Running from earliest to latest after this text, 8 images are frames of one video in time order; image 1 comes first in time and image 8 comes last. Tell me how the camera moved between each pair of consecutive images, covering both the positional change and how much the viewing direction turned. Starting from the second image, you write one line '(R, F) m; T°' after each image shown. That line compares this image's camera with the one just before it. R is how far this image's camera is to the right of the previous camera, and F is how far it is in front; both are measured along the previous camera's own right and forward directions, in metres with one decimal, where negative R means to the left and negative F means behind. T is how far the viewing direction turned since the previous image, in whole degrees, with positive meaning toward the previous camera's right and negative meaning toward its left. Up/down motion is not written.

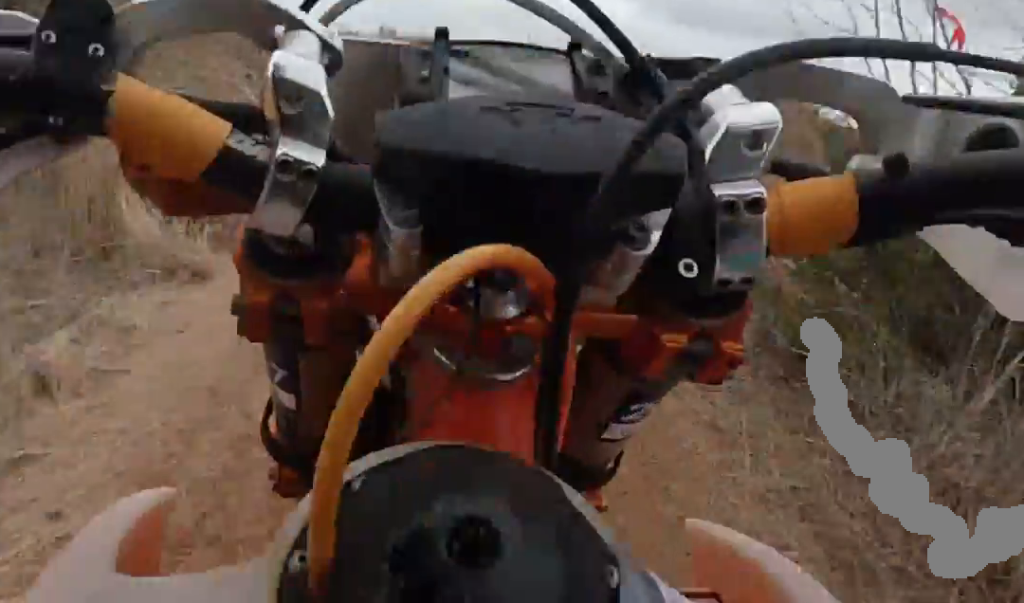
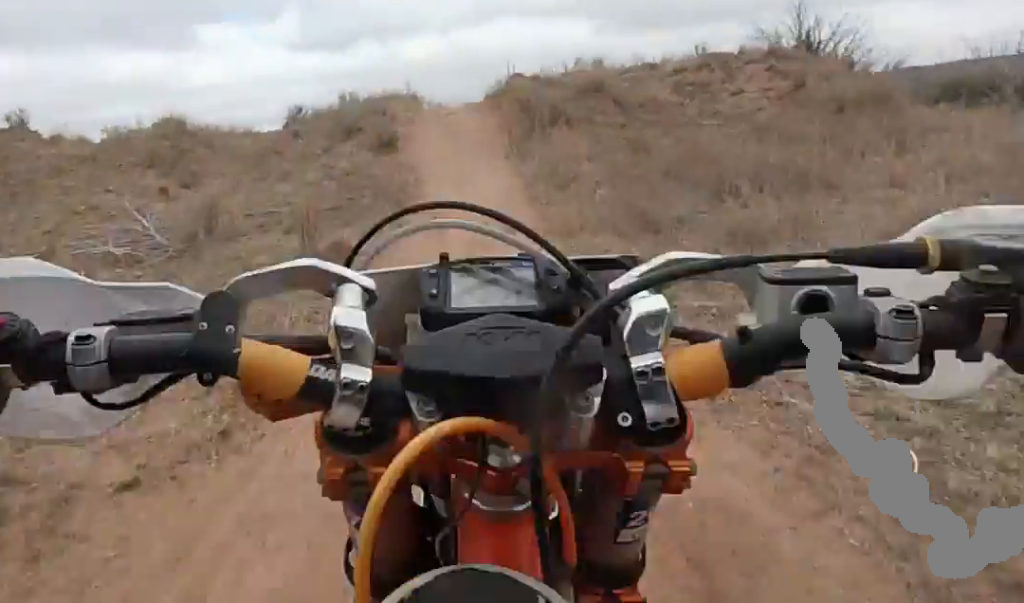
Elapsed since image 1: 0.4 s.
(-0.1, +4.1) m; -1°
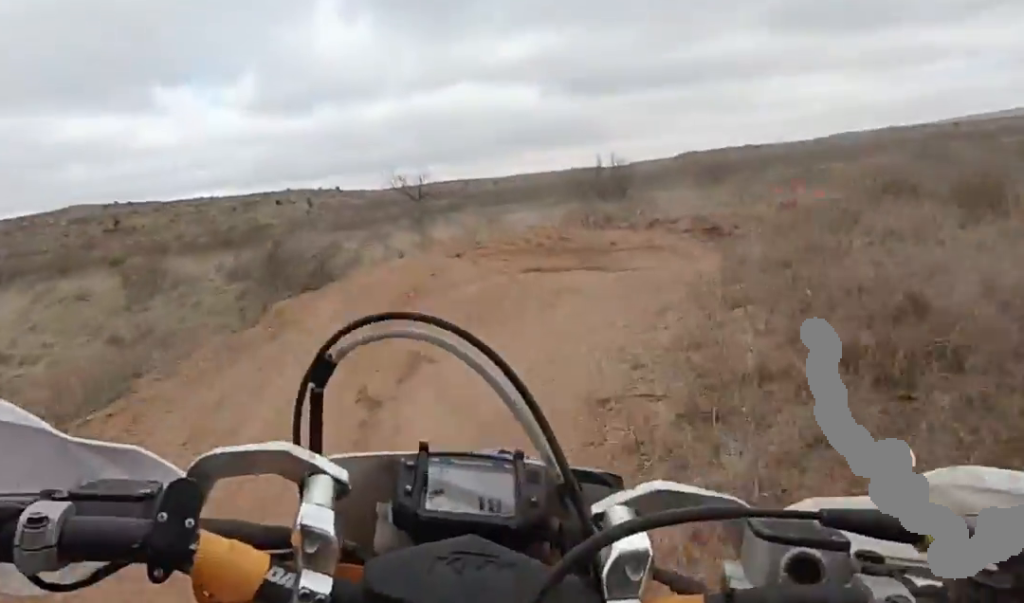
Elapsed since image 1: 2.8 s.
(-0.4, +25.6) m; +5°
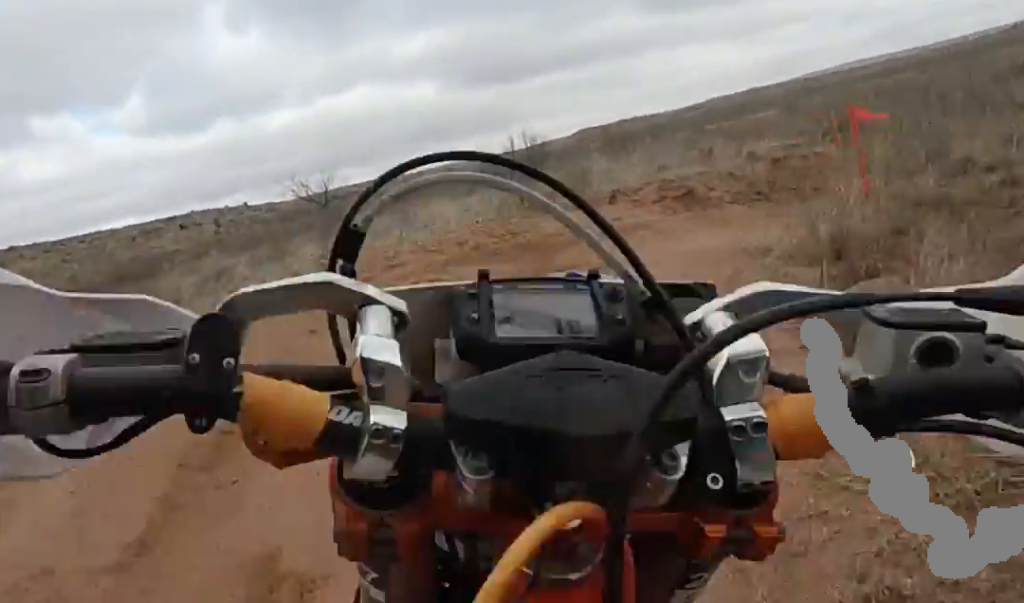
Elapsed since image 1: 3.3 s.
(-0.6, +4.5) m; +12°
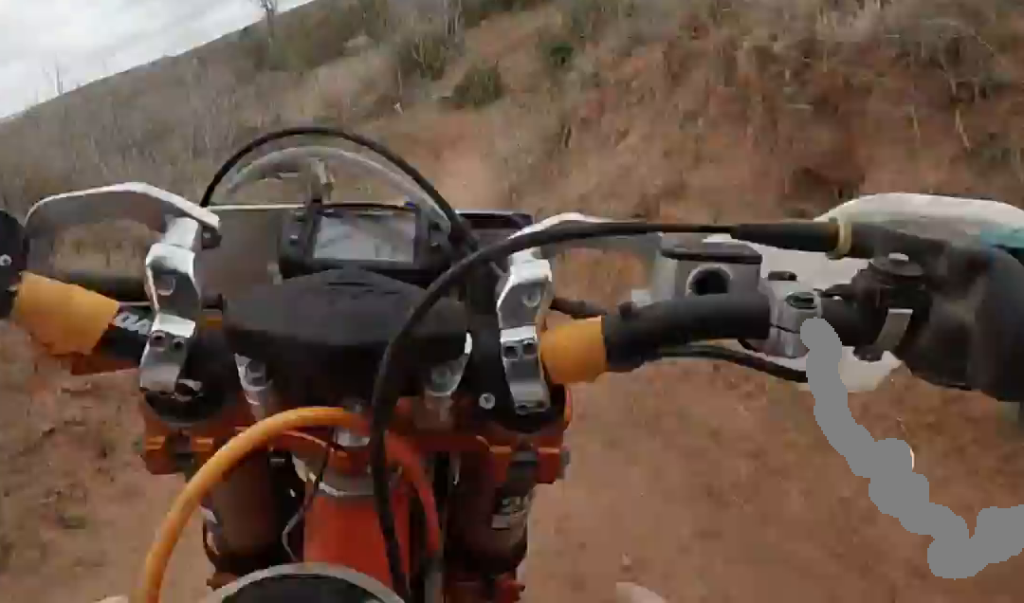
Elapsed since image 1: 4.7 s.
(+4.9, +10.3) m; +36°
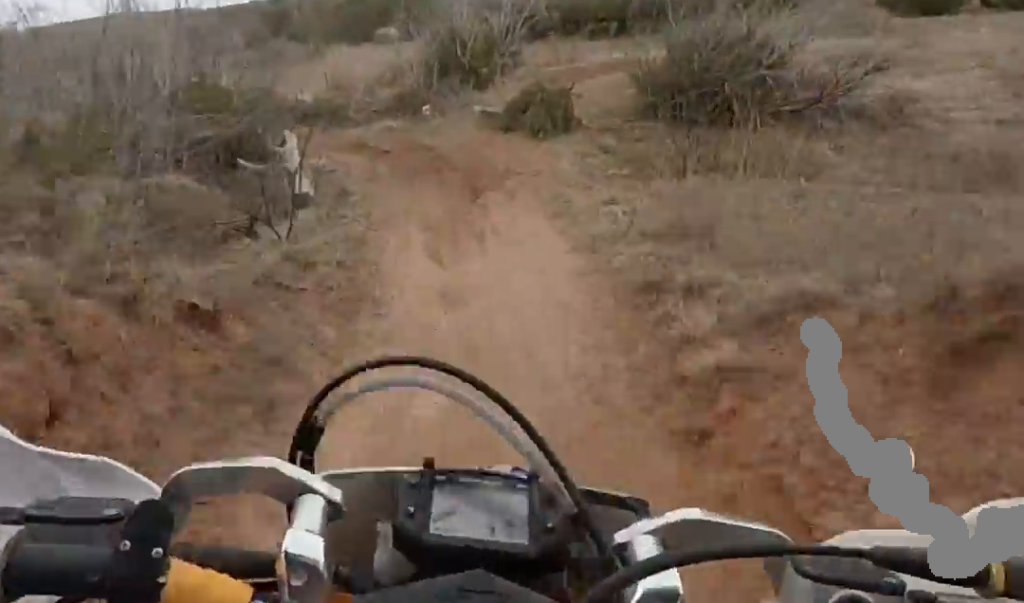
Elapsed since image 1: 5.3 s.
(-0.1, +6.3) m; -1°
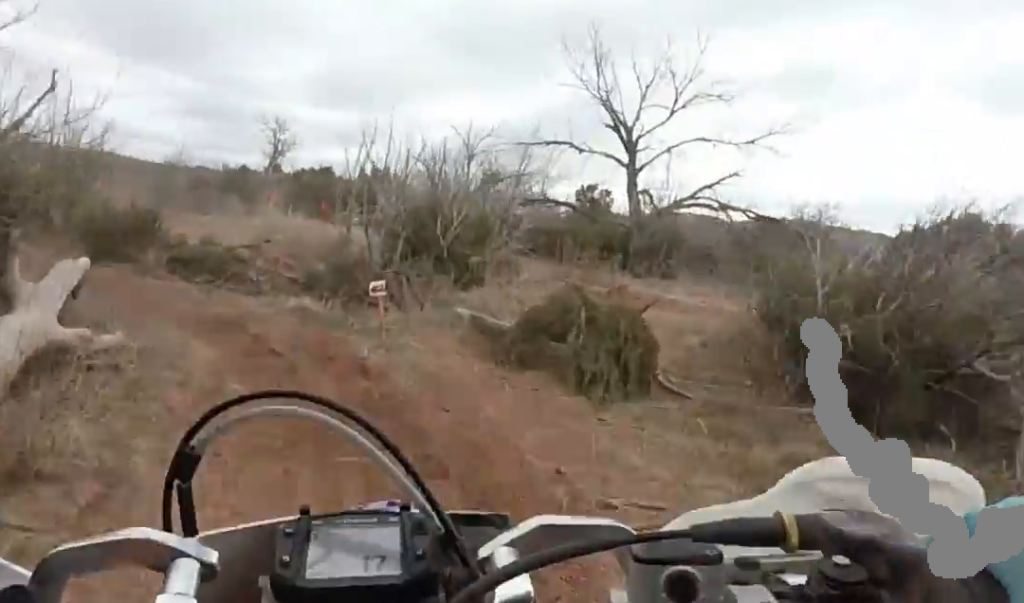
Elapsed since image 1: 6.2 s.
(0.0, +8.5) m; 0°
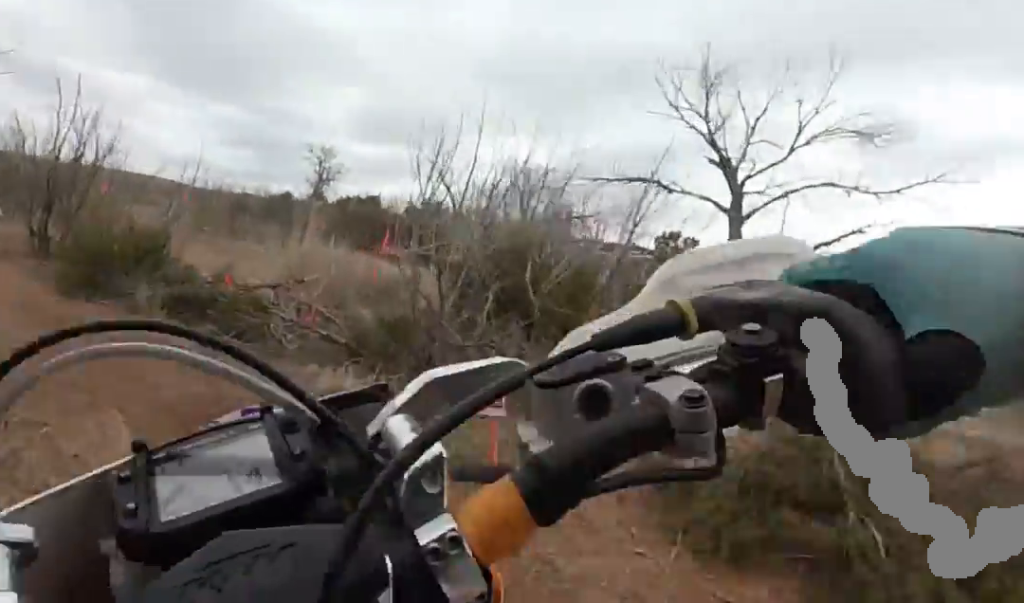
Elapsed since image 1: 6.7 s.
(0.0, +4.3) m; 0°
